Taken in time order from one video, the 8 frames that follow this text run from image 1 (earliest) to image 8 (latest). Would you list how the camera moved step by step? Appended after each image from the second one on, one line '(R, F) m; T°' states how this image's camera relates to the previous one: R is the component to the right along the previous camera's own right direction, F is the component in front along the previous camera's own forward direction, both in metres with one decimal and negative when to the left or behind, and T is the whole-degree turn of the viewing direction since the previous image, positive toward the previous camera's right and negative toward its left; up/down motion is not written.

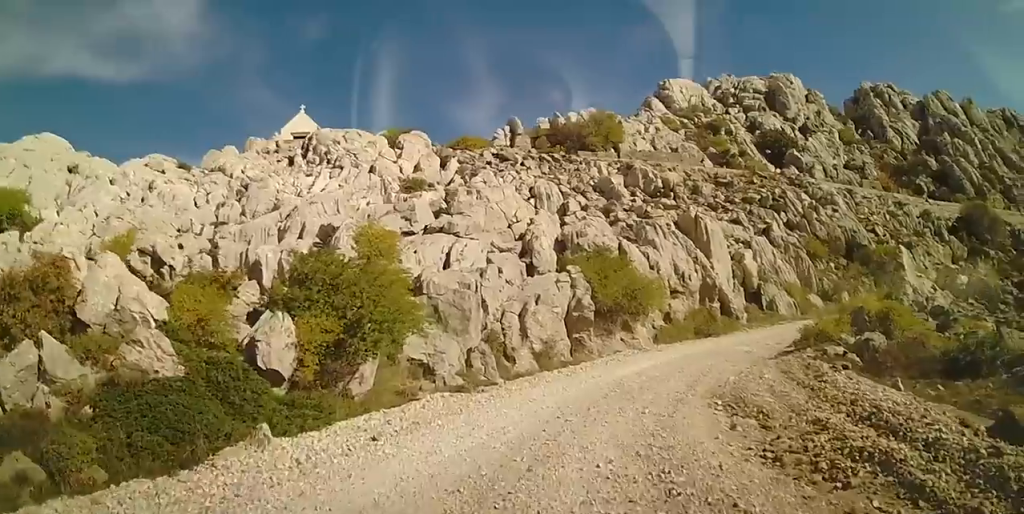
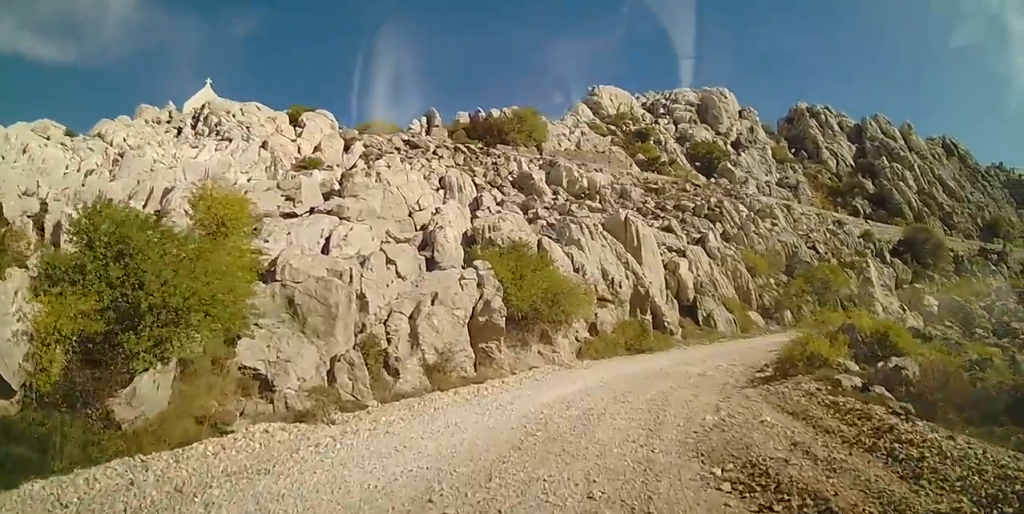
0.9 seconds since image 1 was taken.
(+0.6, +3.8) m; +10°
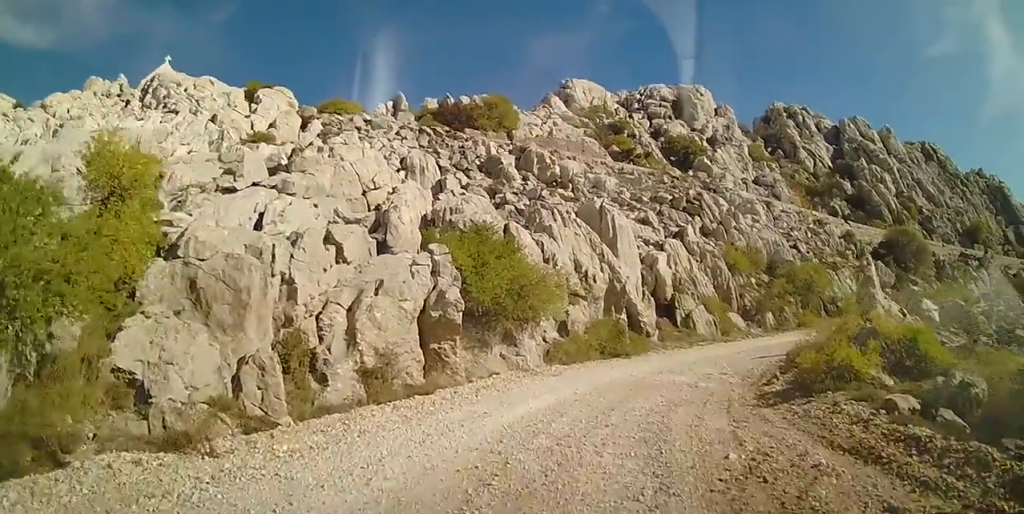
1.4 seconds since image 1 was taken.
(+0.1, +2.2) m; +2°
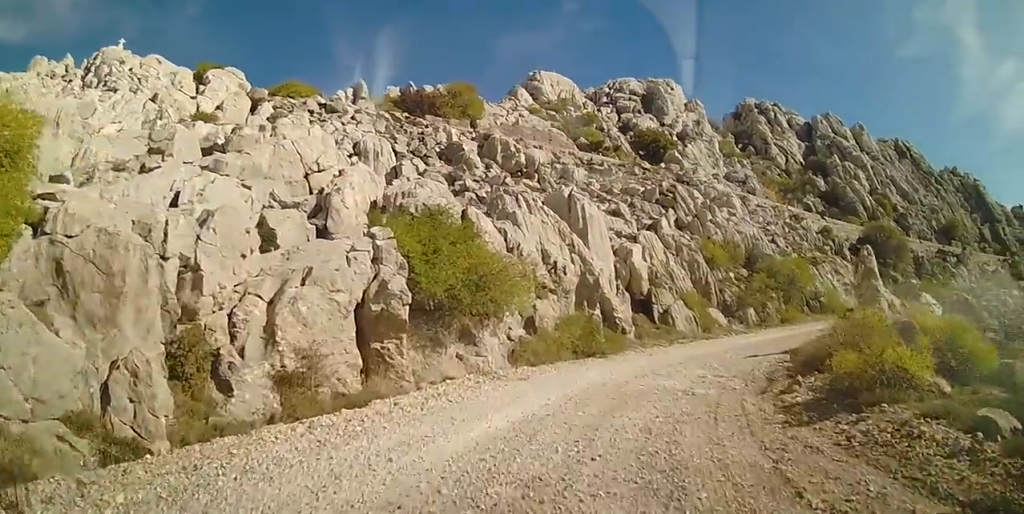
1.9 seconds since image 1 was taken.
(0.0, +2.1) m; +3°
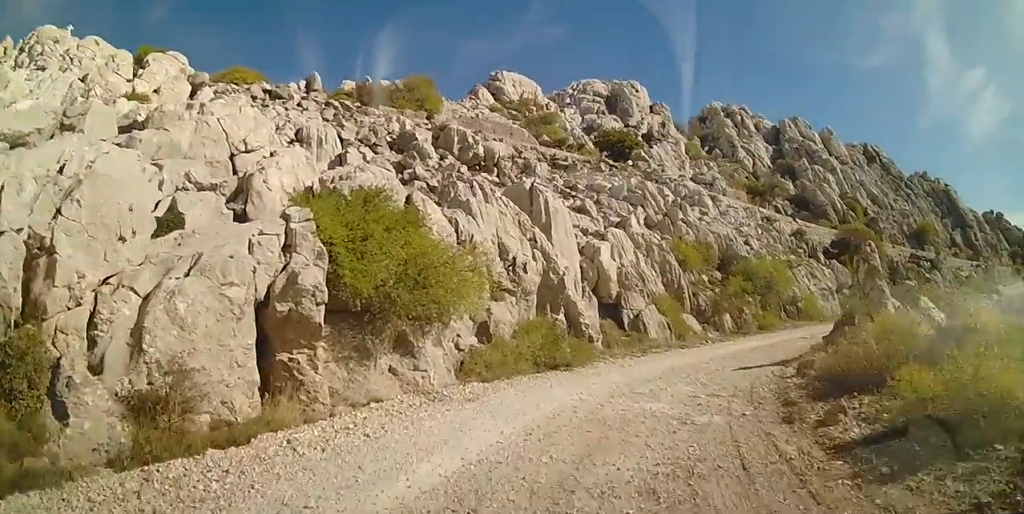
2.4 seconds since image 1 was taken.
(-0.1, +2.3) m; +3°
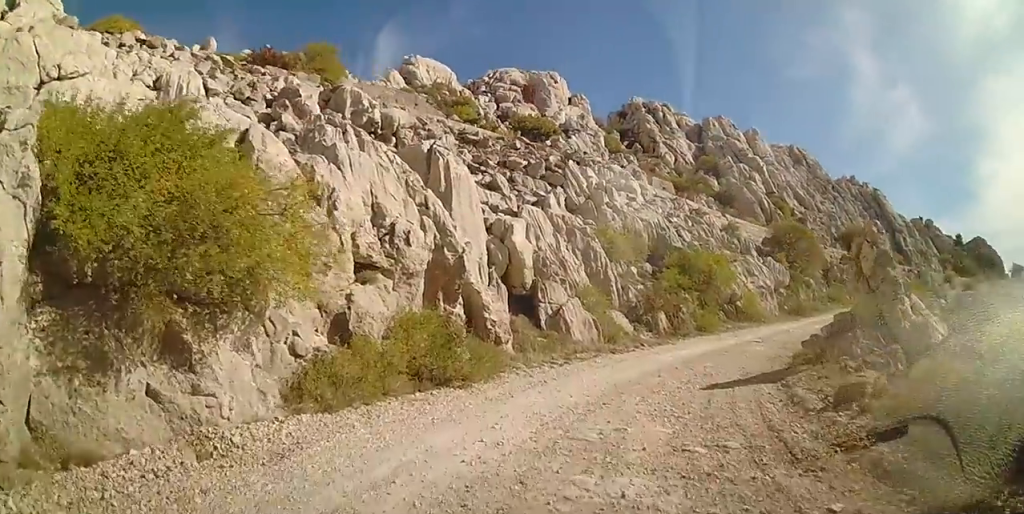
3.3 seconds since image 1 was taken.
(+0.4, +4.2) m; +7°
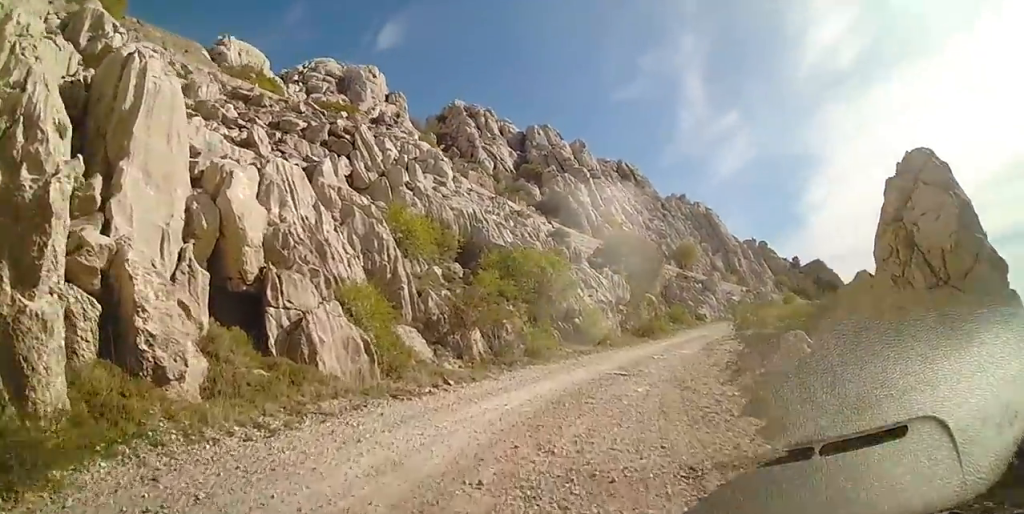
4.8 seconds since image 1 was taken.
(+1.0, +6.8) m; +21°
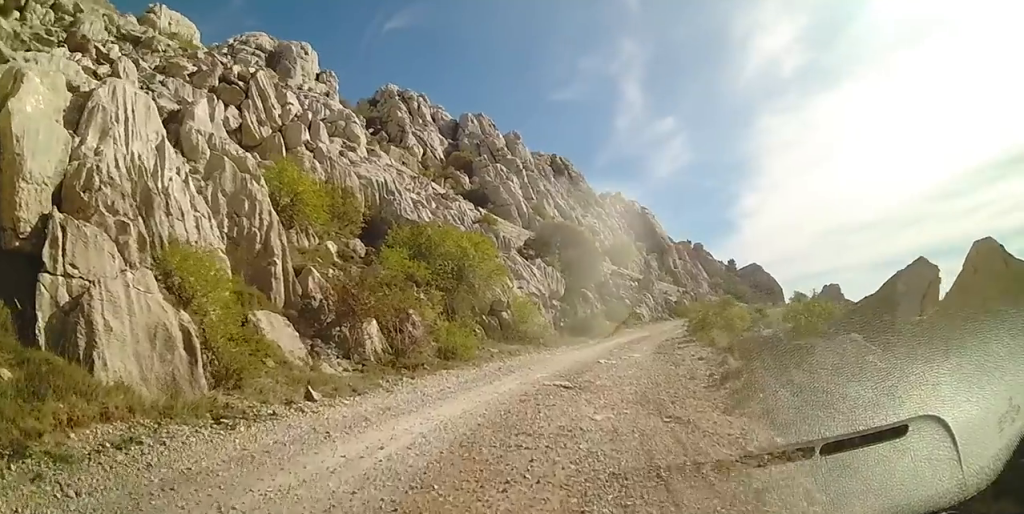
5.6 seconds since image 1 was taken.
(+0.6, +3.8) m; +9°
